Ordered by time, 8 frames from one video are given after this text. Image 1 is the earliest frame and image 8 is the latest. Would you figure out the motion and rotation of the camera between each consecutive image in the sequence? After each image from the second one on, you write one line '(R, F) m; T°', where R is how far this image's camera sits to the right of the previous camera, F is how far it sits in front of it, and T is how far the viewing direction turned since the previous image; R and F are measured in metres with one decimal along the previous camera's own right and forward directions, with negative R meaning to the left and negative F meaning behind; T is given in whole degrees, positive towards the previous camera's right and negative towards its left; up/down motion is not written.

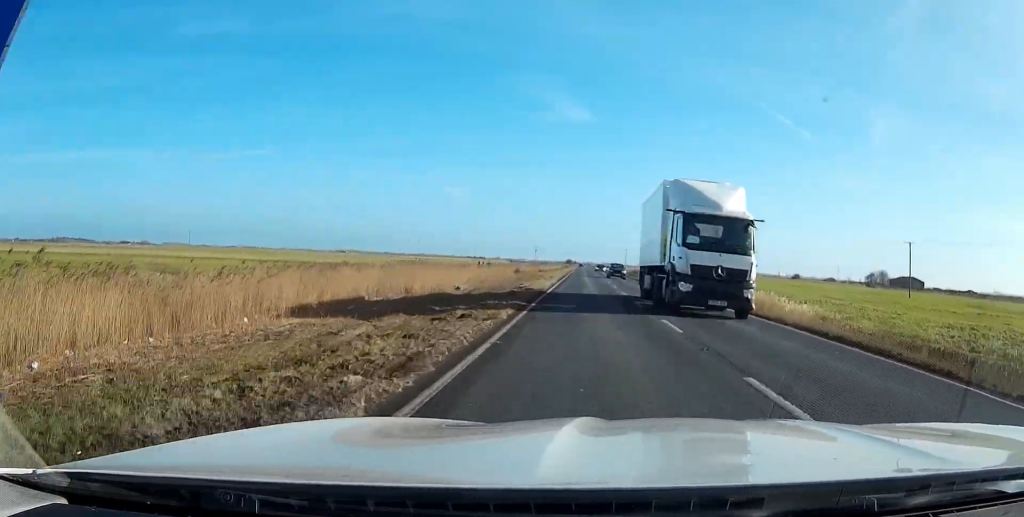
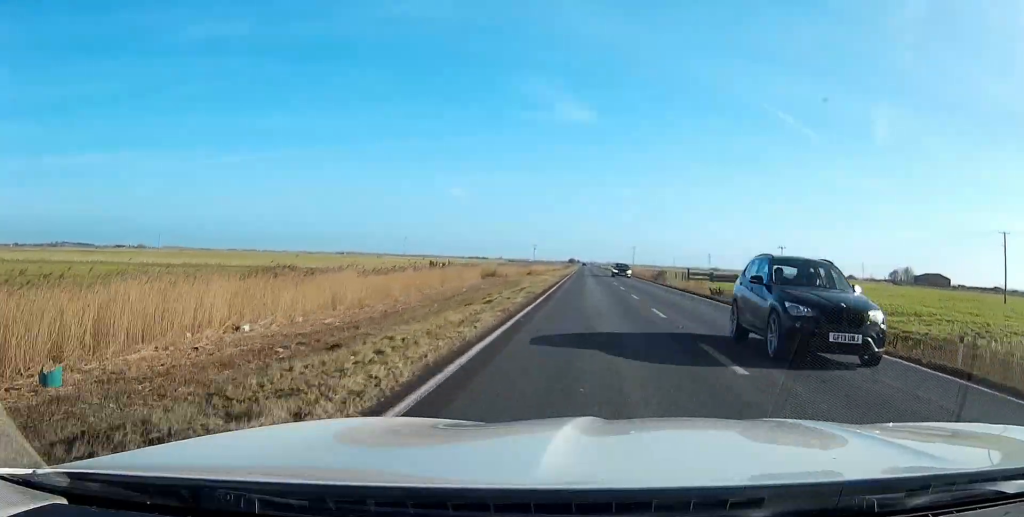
(+0.1, +33.0) m; 0°
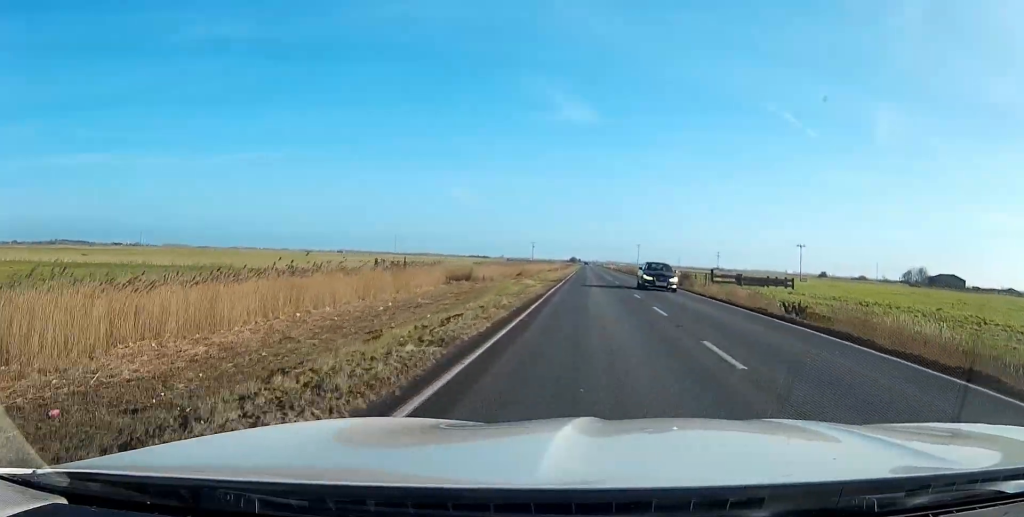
(-0.1, +17.8) m; 0°
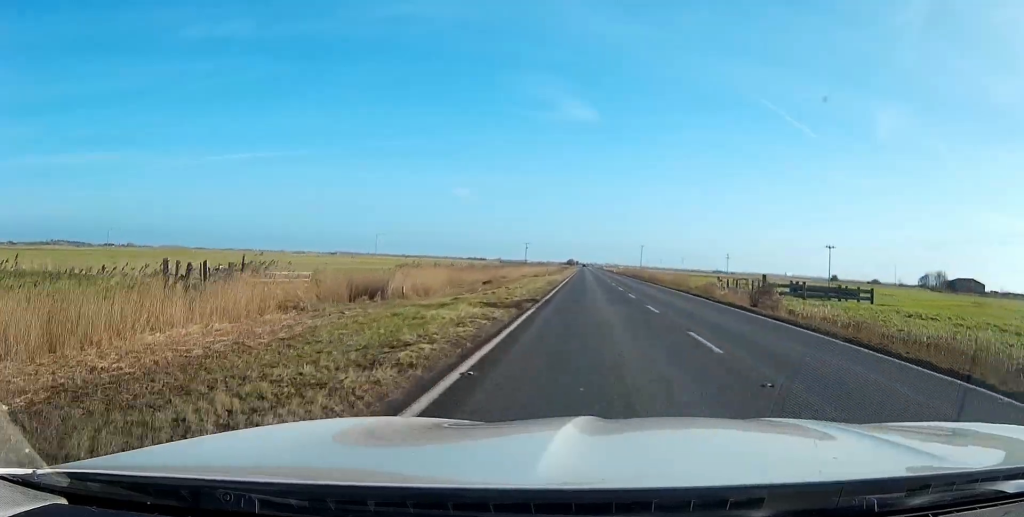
(0.0, +25.5) m; 0°
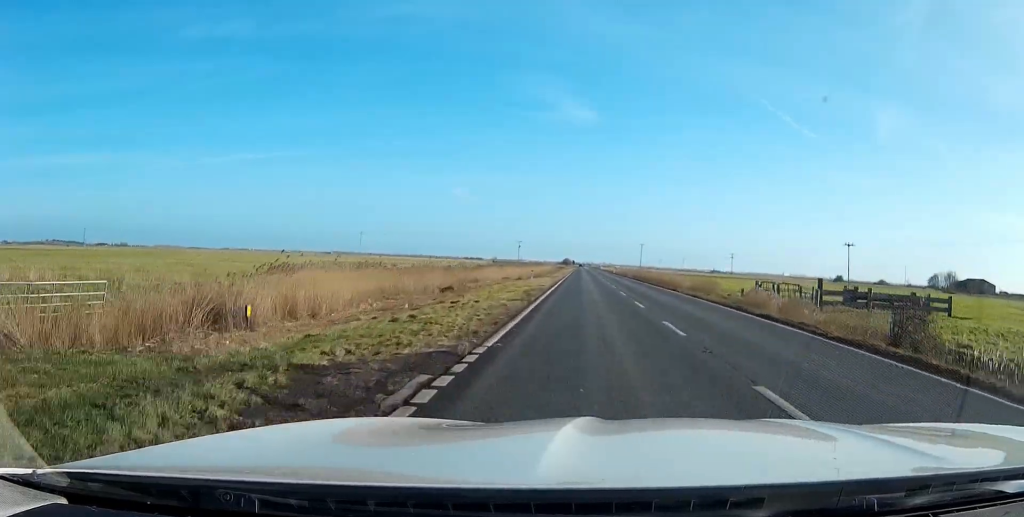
(0.0, +15.3) m; 0°
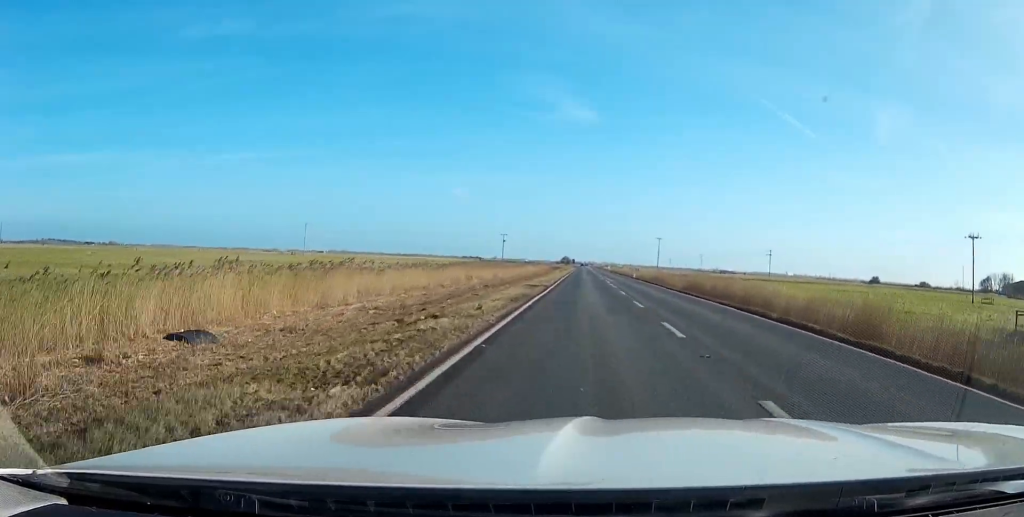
(+0.1, +55.5) m; 0°
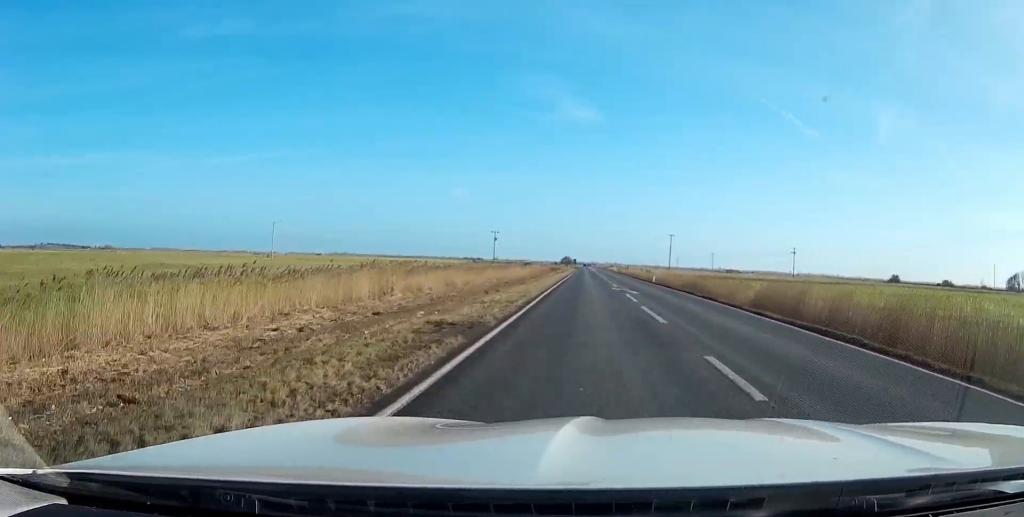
(0.0, +24.1) m; 0°
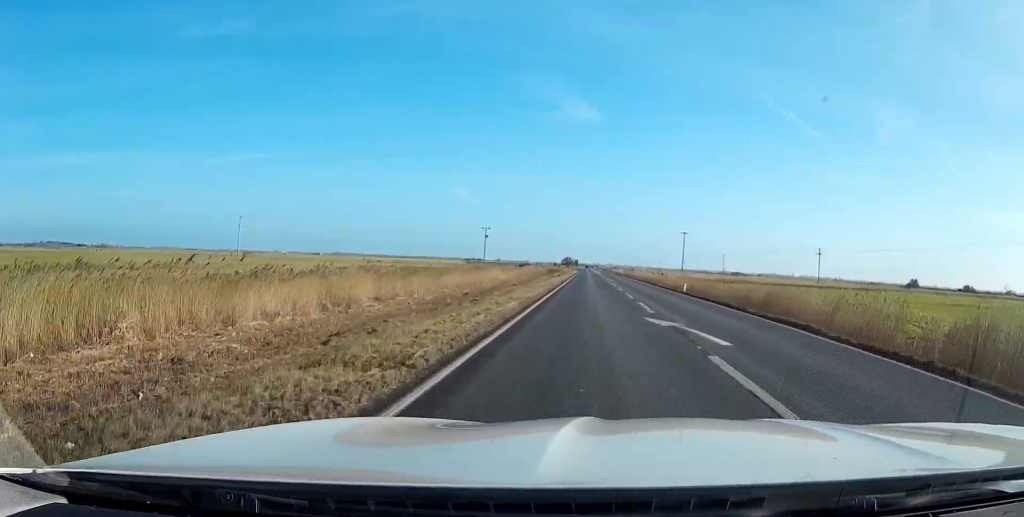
(0.0, +20.6) m; 0°
